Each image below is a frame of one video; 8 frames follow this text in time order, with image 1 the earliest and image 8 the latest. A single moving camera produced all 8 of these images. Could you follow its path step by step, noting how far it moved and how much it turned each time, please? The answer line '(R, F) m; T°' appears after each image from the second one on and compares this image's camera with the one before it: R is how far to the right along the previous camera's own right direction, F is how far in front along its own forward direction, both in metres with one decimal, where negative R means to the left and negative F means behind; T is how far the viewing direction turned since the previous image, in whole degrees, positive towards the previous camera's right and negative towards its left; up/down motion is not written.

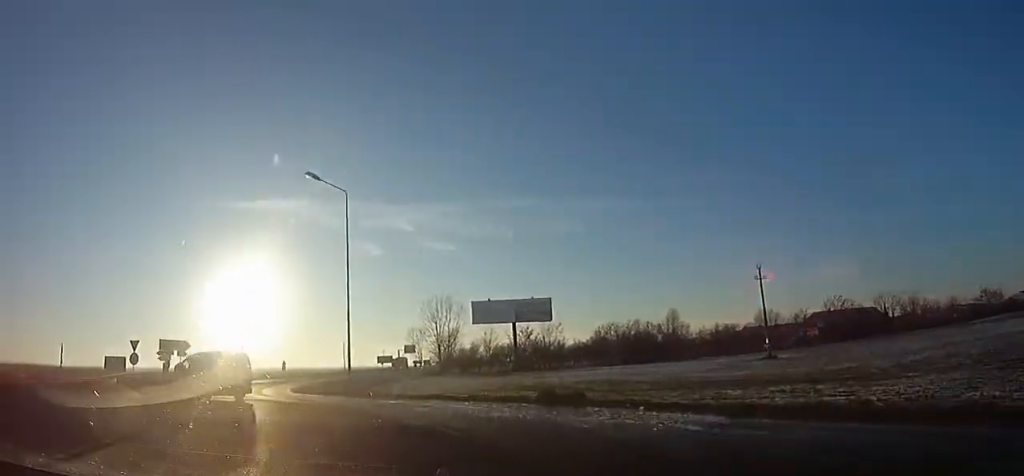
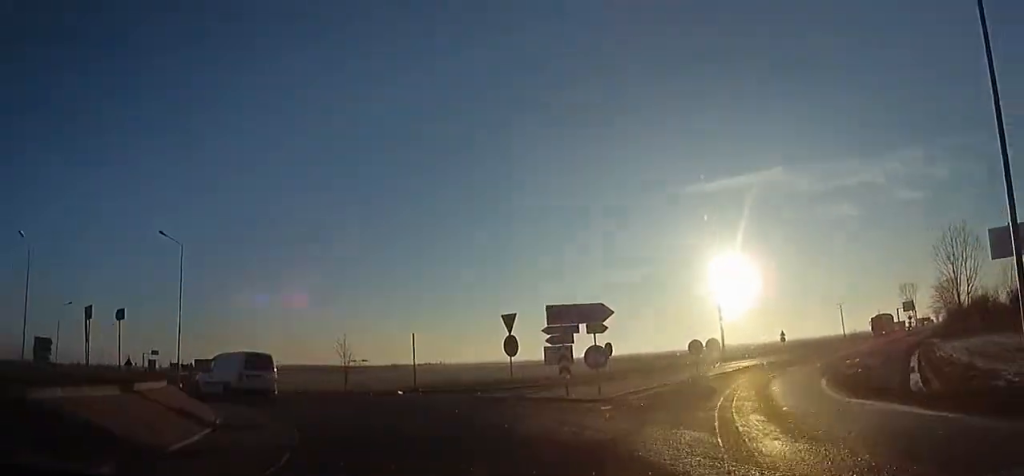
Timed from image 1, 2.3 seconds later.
(-6.4, +14.4) m; -48°
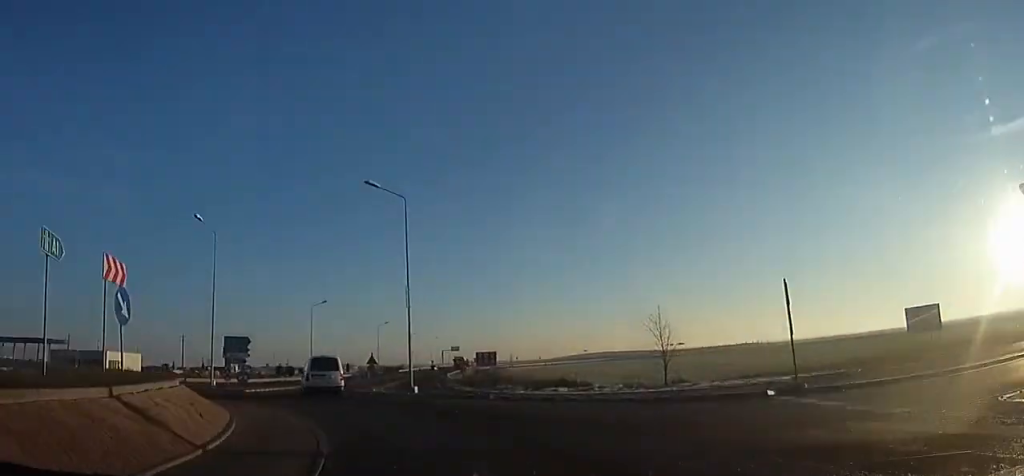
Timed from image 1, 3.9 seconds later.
(-3.1, +11.3) m; -34°
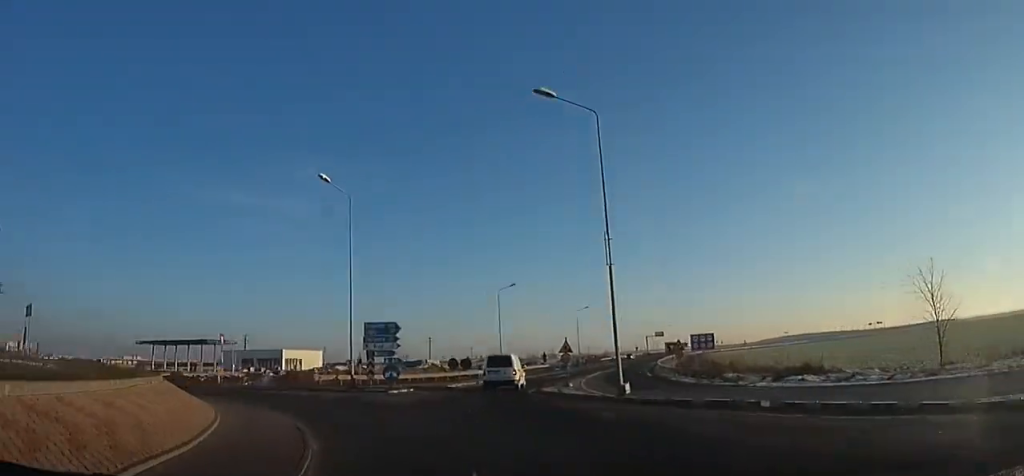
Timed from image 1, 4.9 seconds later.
(-2.4, +8.3) m; -10°
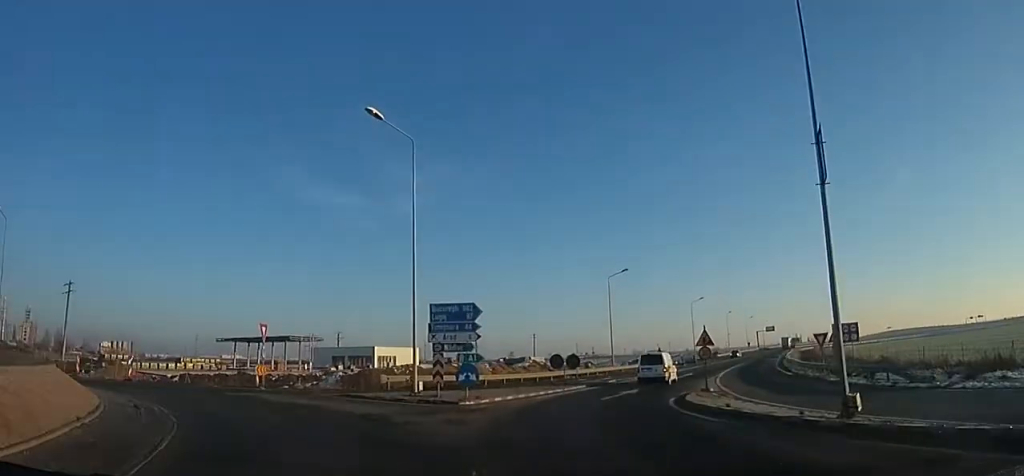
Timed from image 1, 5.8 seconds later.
(-0.8, +7.2) m; -9°
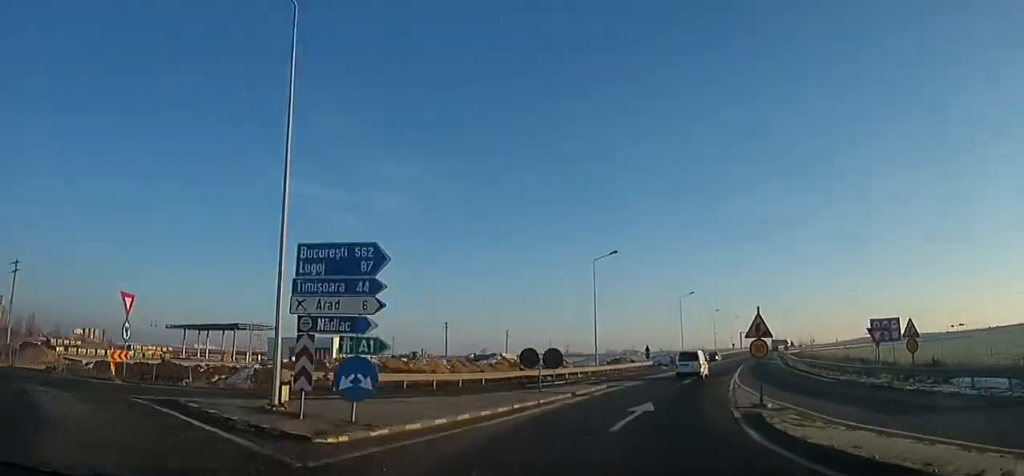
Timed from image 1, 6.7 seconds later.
(-0.3, +9.1) m; +2°
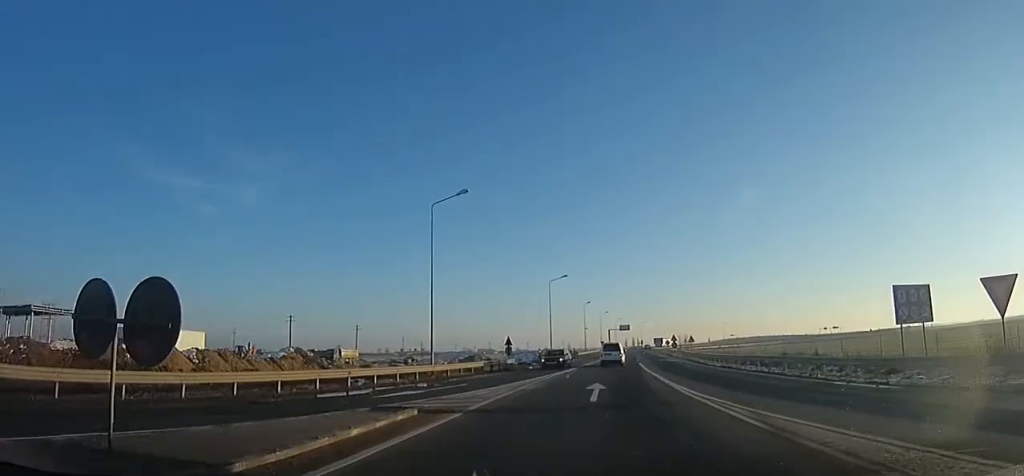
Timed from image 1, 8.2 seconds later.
(-0.1, +15.5) m; +4°
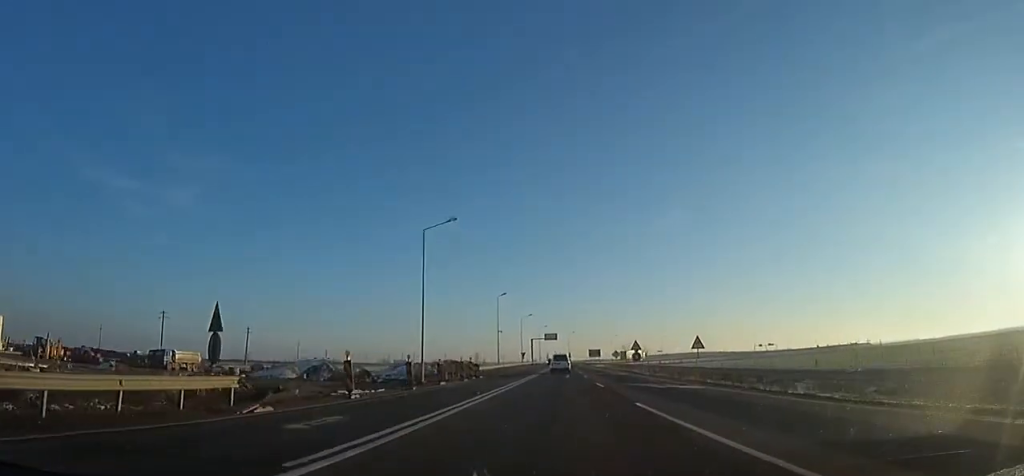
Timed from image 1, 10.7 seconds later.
(+3.1, +30.2) m; +8°
